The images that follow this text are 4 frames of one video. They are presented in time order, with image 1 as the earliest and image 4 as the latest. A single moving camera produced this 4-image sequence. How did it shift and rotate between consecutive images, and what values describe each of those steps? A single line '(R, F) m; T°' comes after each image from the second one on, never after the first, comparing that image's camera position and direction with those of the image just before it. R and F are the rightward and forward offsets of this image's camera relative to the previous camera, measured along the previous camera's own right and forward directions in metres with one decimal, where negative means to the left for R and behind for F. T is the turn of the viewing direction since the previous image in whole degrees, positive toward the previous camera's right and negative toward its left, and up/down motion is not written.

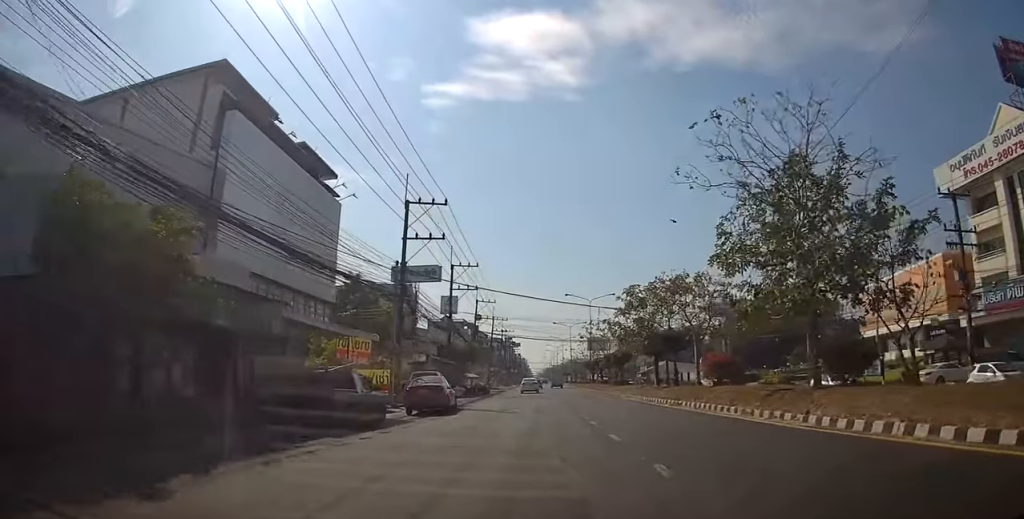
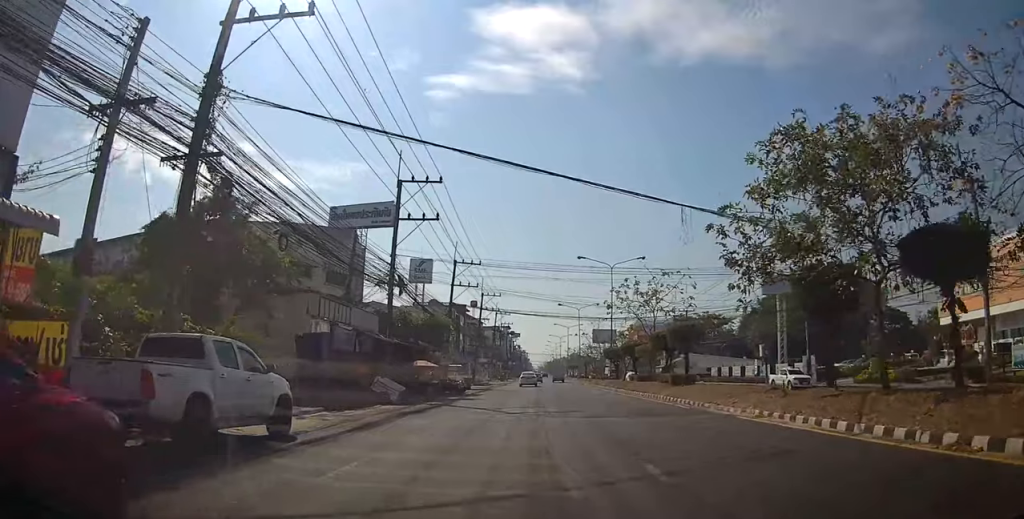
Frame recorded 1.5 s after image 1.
(-0.2, +21.0) m; -3°
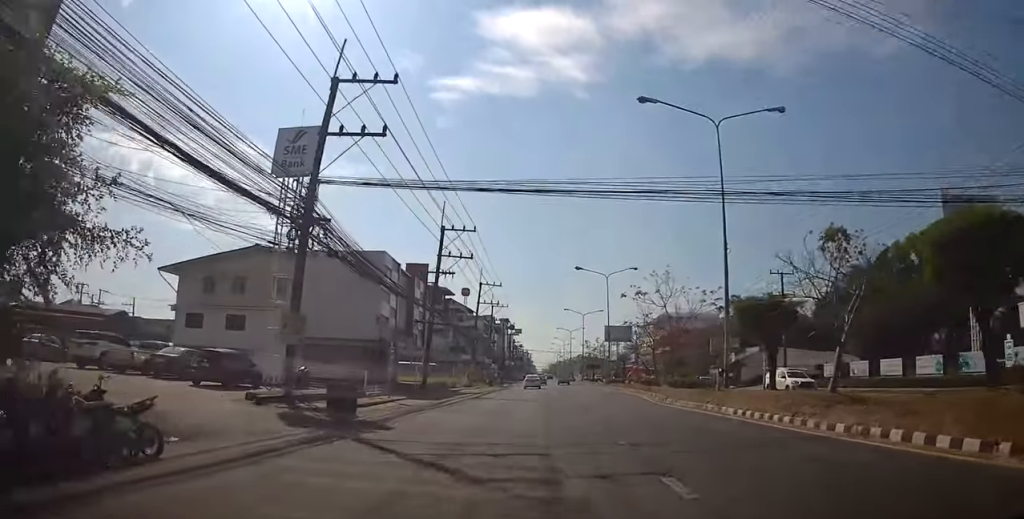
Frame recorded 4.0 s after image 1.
(+0.9, +33.2) m; +1°
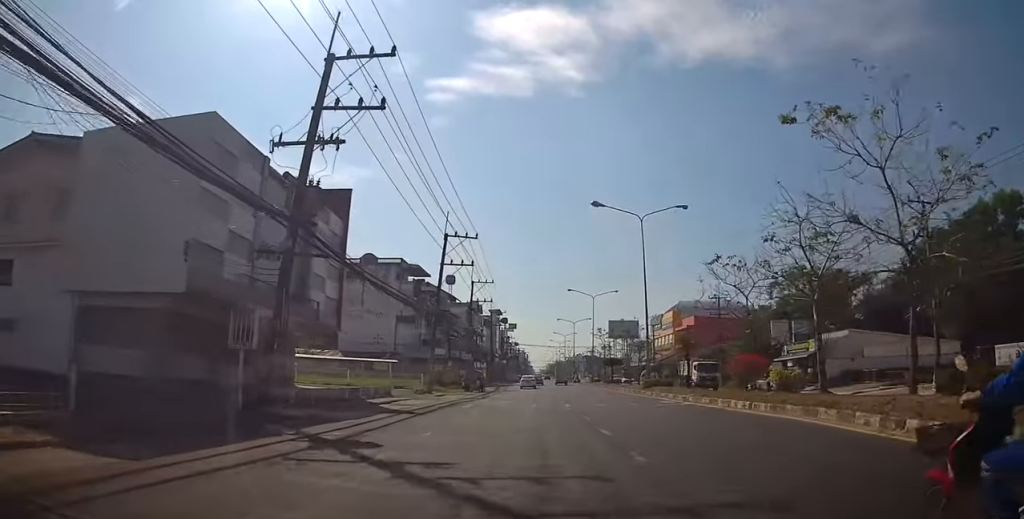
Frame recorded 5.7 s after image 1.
(-0.9, +21.6) m; 0°
